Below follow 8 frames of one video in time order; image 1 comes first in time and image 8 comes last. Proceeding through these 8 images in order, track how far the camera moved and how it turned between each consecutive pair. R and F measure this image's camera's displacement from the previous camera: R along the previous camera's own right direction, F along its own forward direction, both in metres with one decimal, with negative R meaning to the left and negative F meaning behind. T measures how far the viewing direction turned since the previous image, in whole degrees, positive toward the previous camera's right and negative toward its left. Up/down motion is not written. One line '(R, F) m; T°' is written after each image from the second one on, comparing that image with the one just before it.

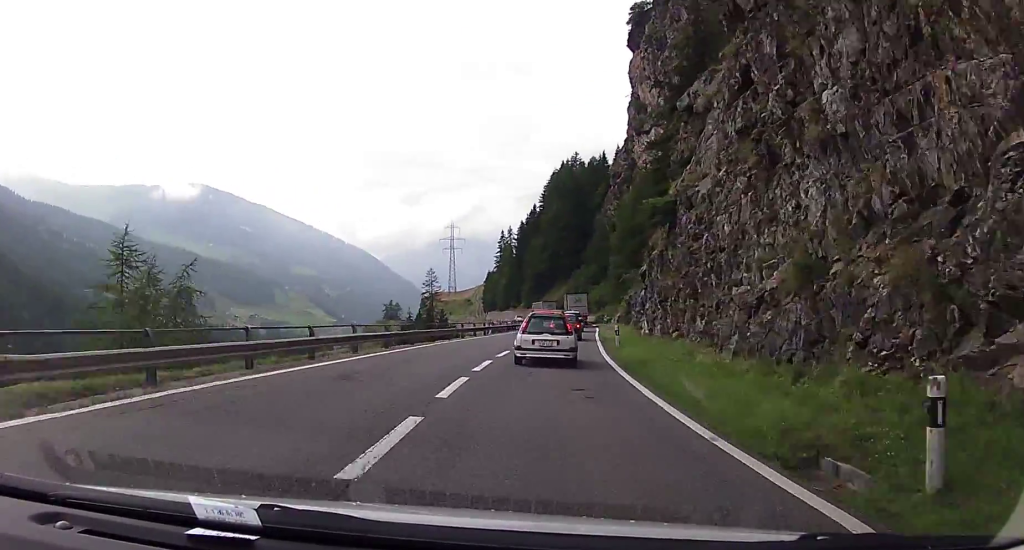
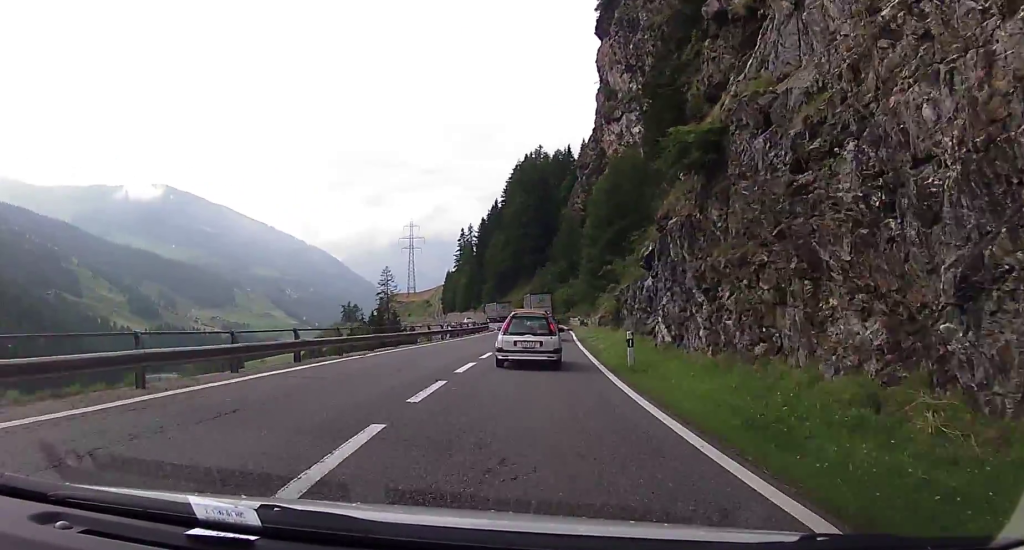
(0.0, +12.6) m; +2°
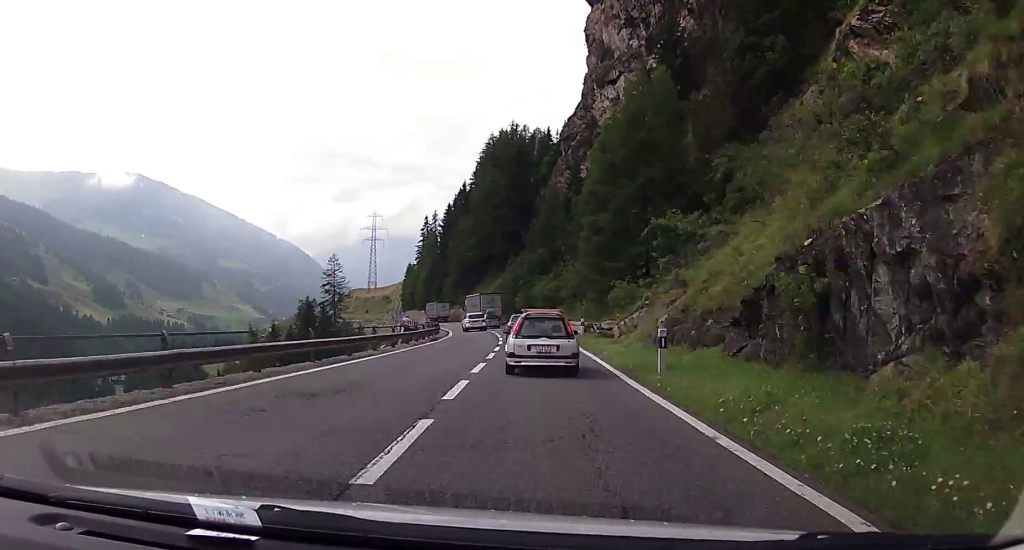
(+1.9, +28.5) m; +7°
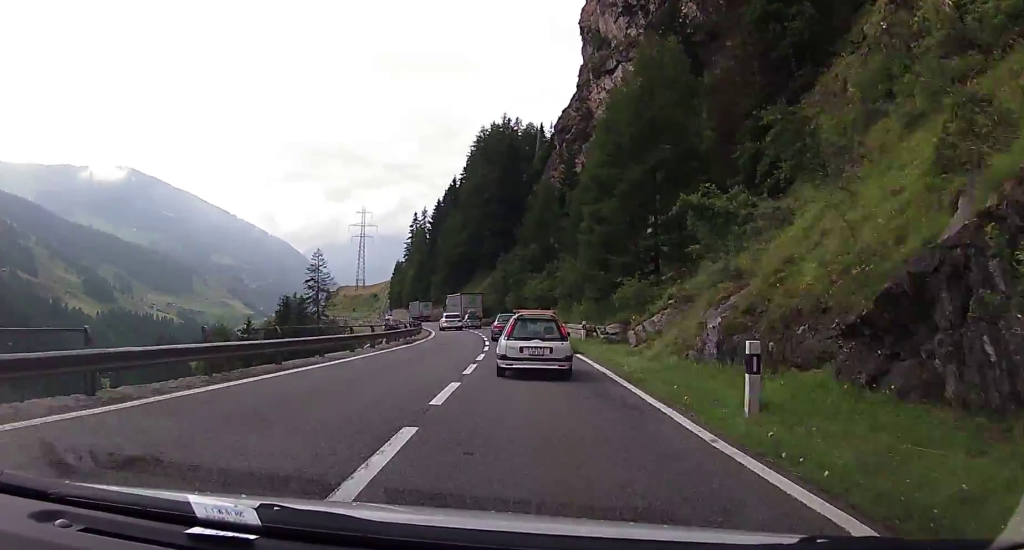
(+0.1, +6.3) m; +1°
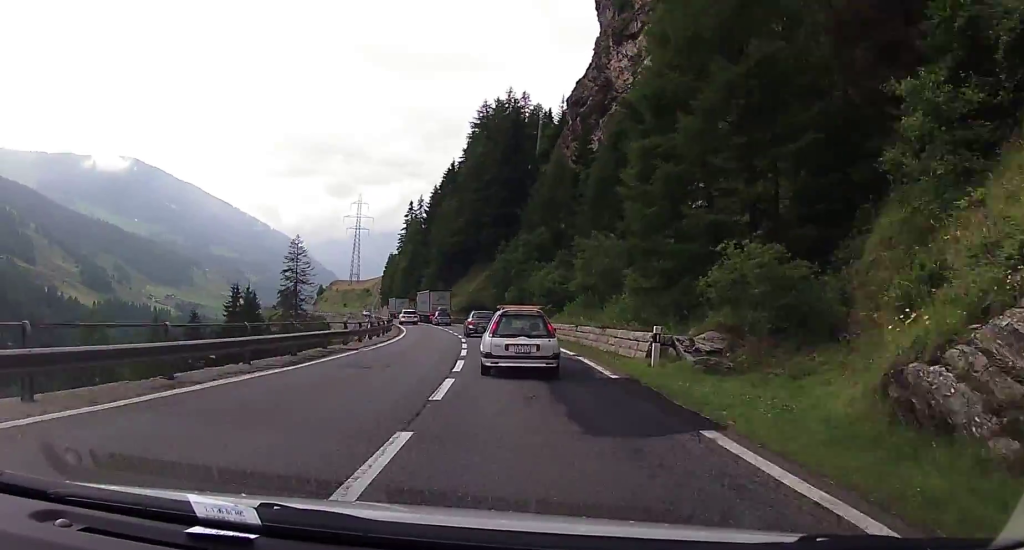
(+0.1, +17.9) m; 0°
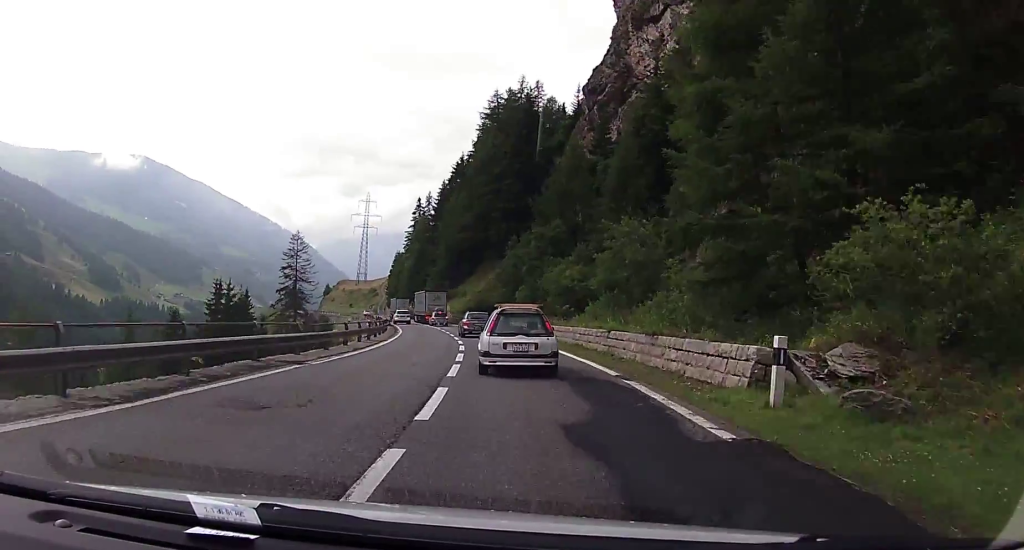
(+0.1, +7.5) m; -1°
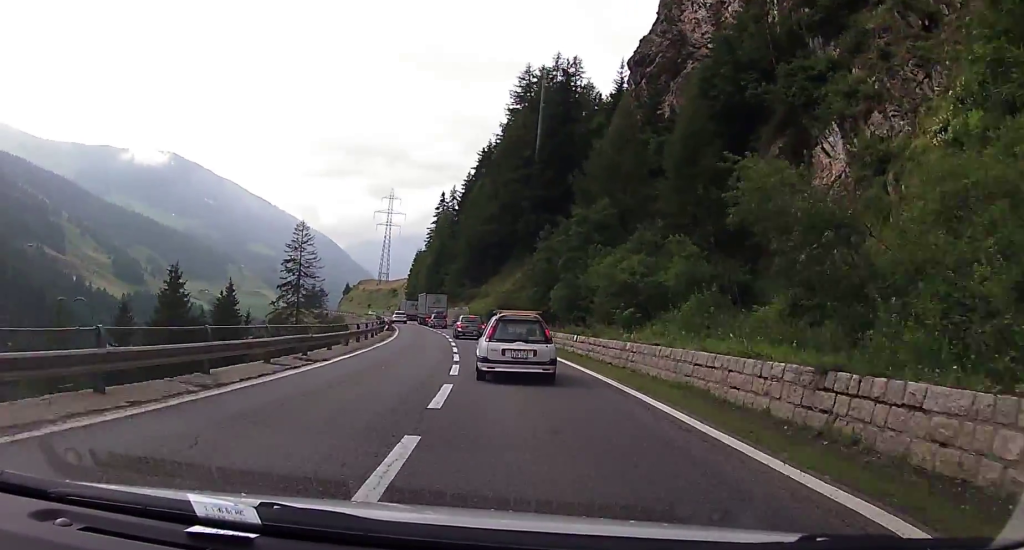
(-0.4, +15.0) m; -3°
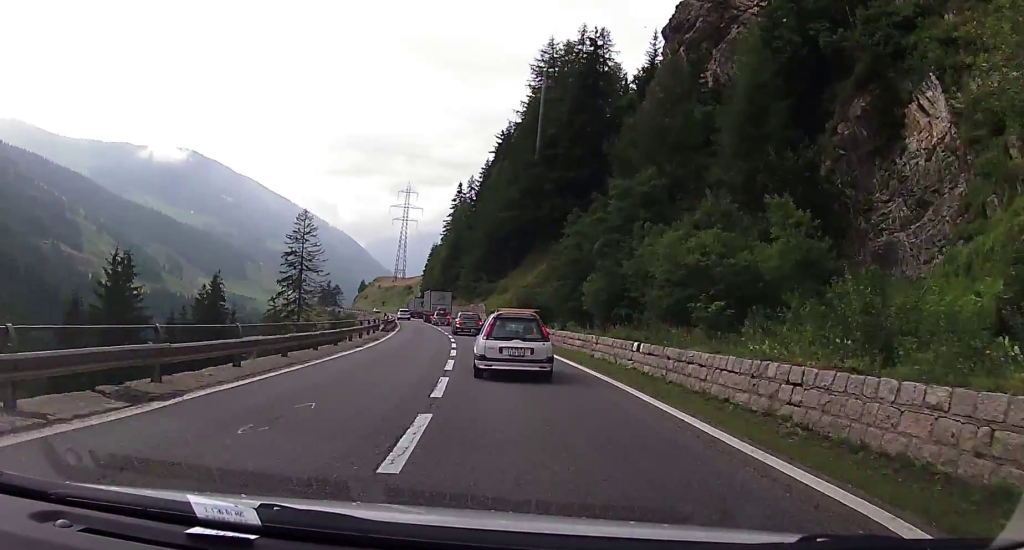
(-0.2, +10.1) m; -1°
